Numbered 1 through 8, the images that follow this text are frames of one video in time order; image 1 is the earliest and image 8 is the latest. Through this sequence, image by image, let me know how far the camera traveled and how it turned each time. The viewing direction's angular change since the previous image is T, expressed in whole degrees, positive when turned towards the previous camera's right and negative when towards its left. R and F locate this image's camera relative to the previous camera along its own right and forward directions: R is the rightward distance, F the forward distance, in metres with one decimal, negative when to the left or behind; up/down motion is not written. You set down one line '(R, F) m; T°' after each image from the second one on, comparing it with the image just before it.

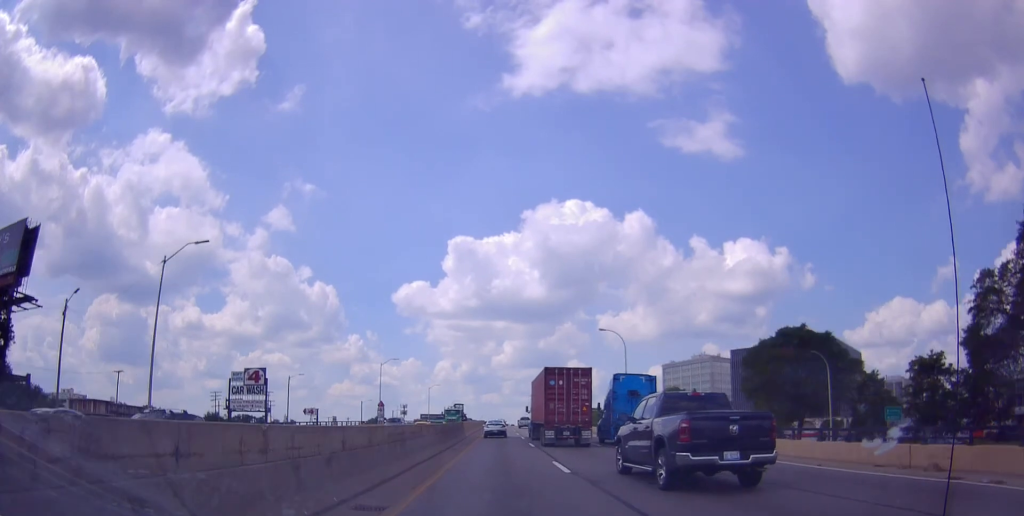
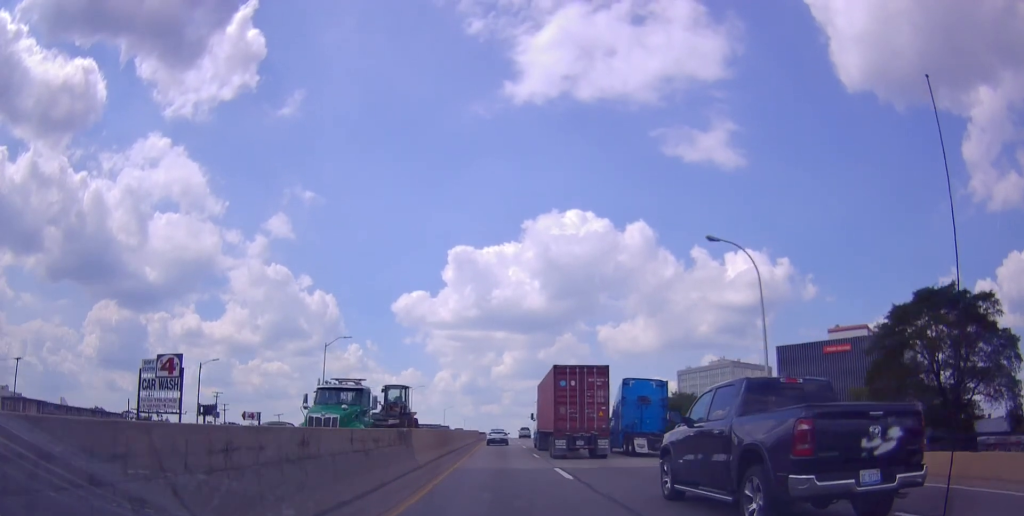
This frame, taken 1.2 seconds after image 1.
(+0.1, +28.8) m; 0°
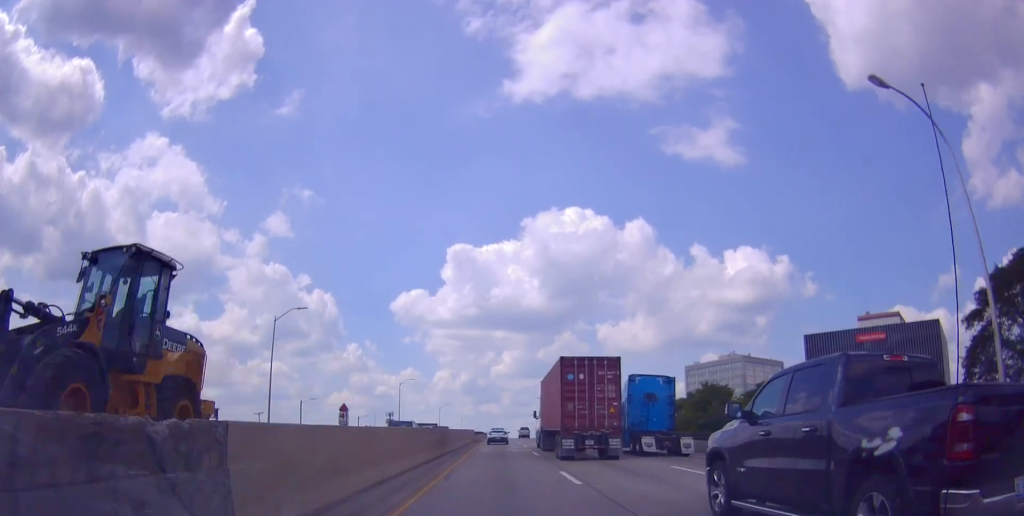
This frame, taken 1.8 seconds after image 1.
(0.0, +13.9) m; 0°
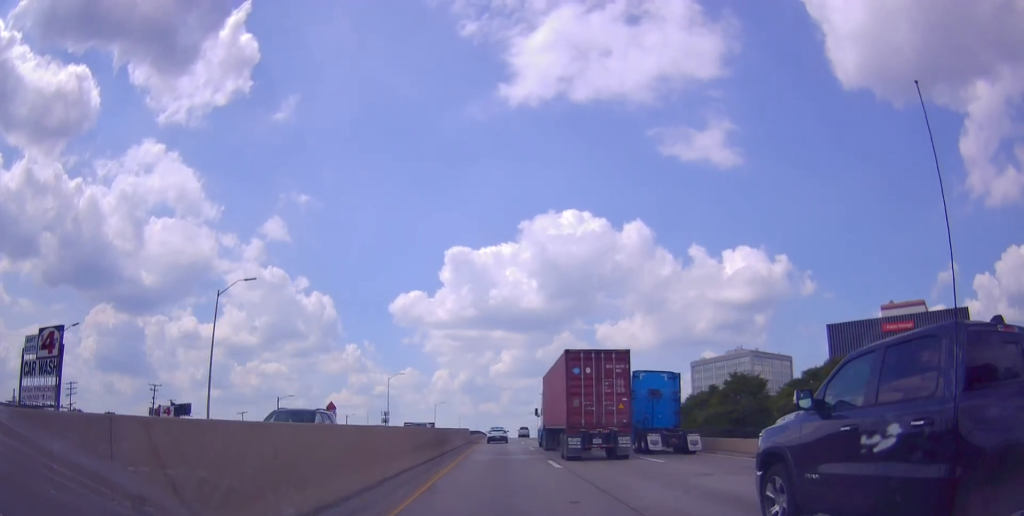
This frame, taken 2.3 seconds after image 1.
(0.0, +10.0) m; 0°
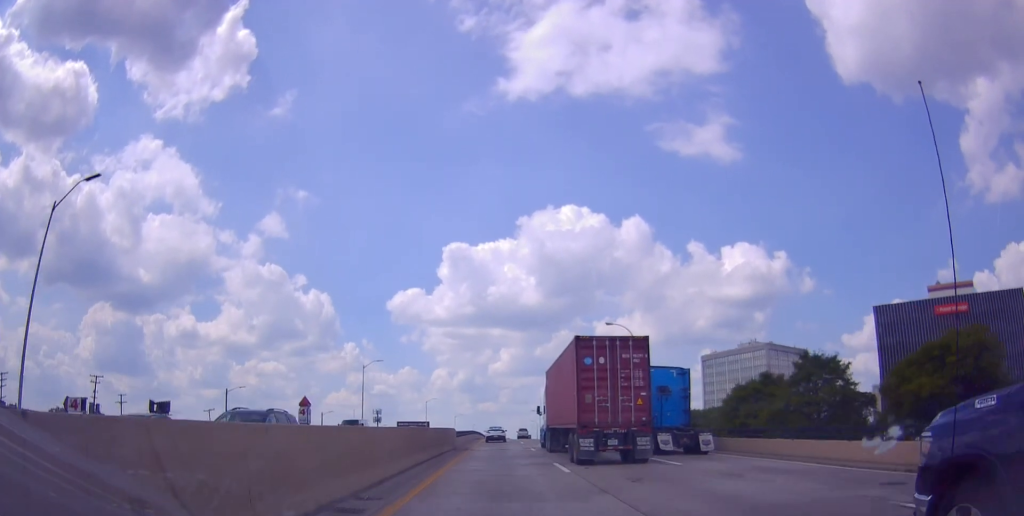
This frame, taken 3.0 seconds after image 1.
(0.0, +16.9) m; +1°
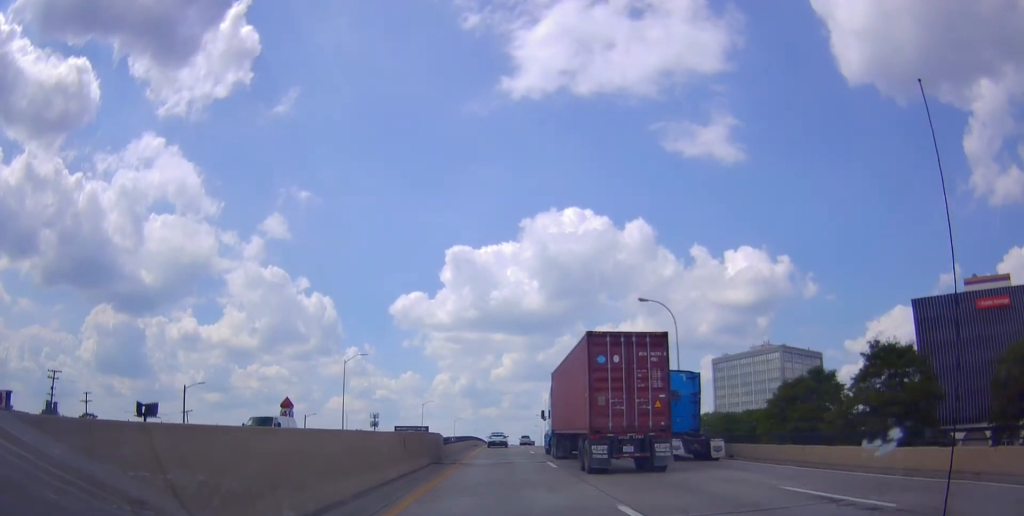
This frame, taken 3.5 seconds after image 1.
(-0.1, +10.8) m; +1°
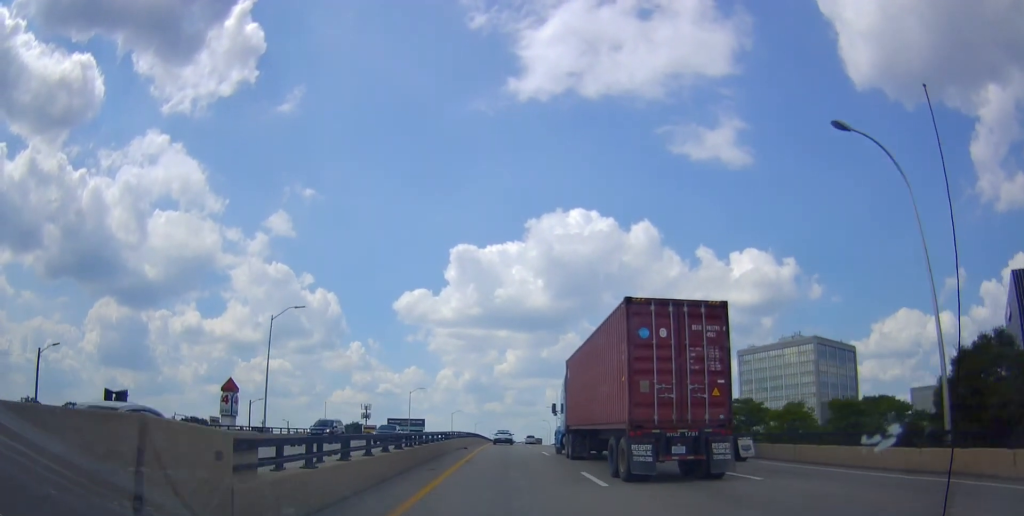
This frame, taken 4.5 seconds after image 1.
(+0.5, +23.8) m; -1°
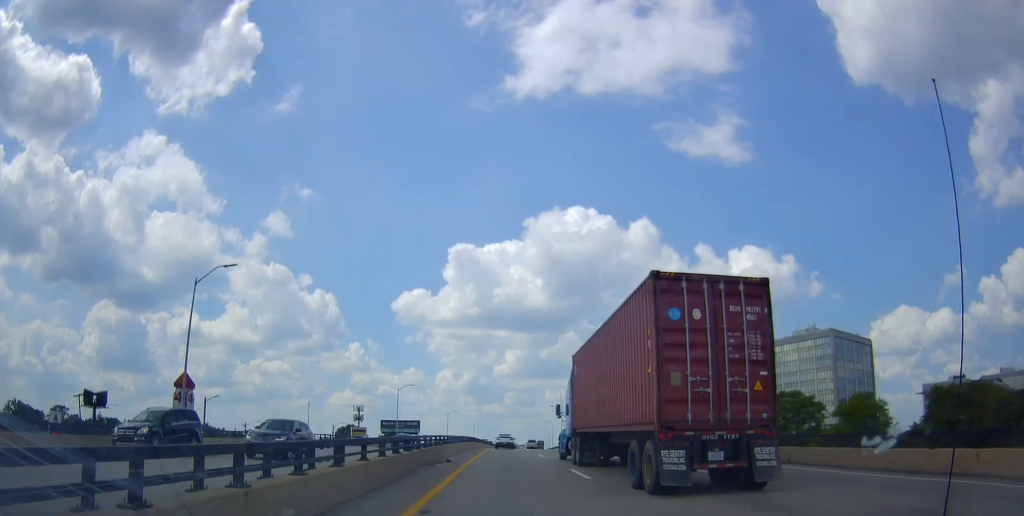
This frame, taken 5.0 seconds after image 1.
(-0.6, +12.3) m; 0°
